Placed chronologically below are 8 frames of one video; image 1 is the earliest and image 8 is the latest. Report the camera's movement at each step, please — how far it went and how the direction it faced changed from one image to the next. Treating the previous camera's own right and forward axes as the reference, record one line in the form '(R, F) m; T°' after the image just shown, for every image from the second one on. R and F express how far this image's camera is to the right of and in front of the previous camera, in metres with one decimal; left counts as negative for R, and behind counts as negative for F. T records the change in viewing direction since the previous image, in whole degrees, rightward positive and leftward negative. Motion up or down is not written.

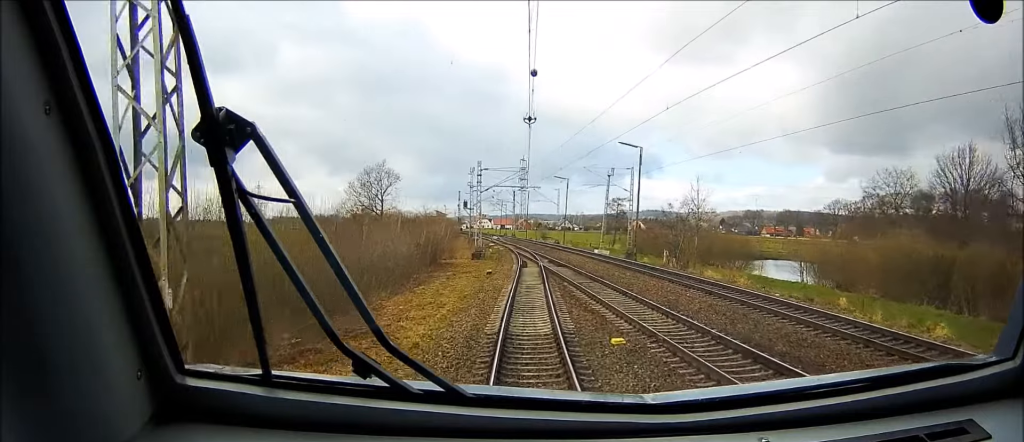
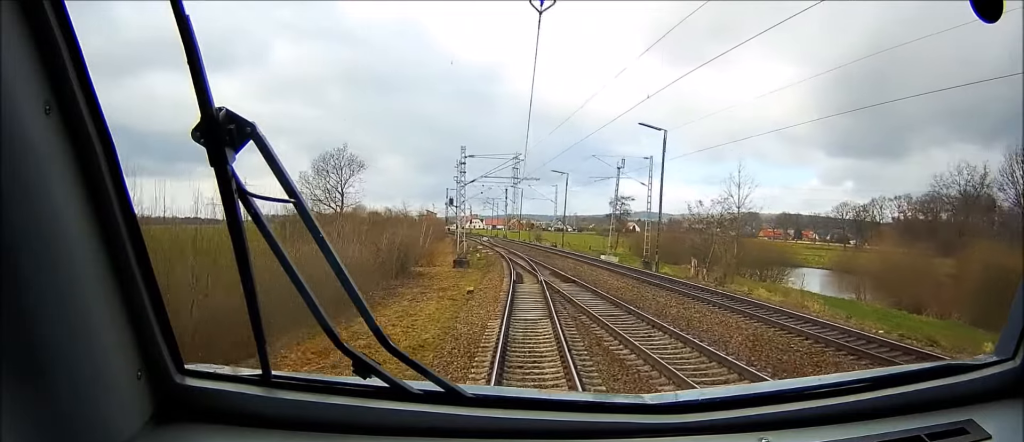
(+0.1, +12.1) m; +1°
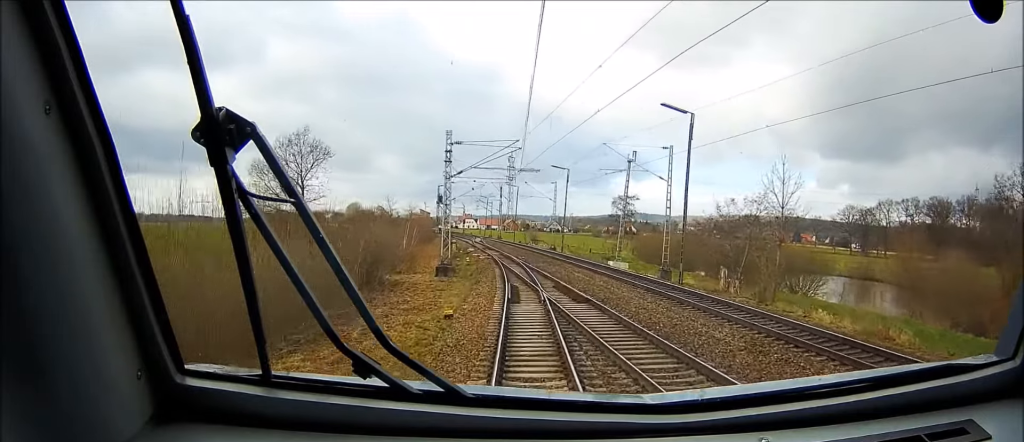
(0.0, +8.2) m; +1°
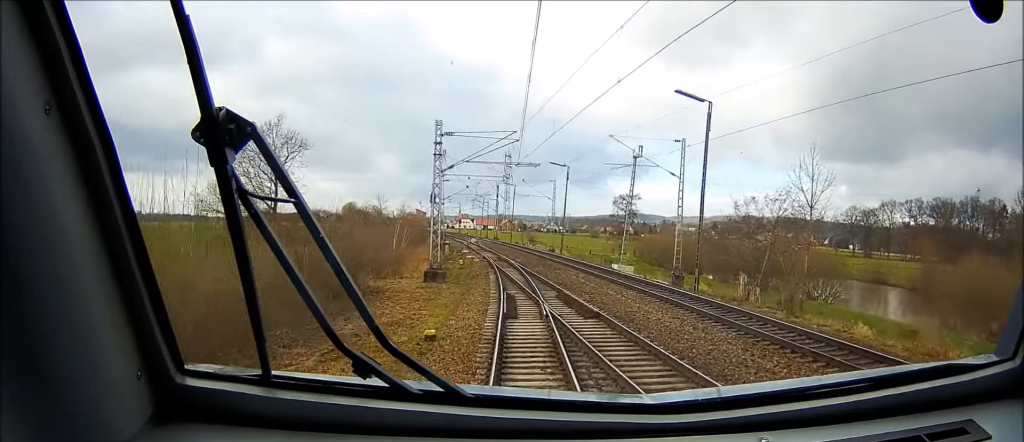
(-0.1, +4.1) m; +1°
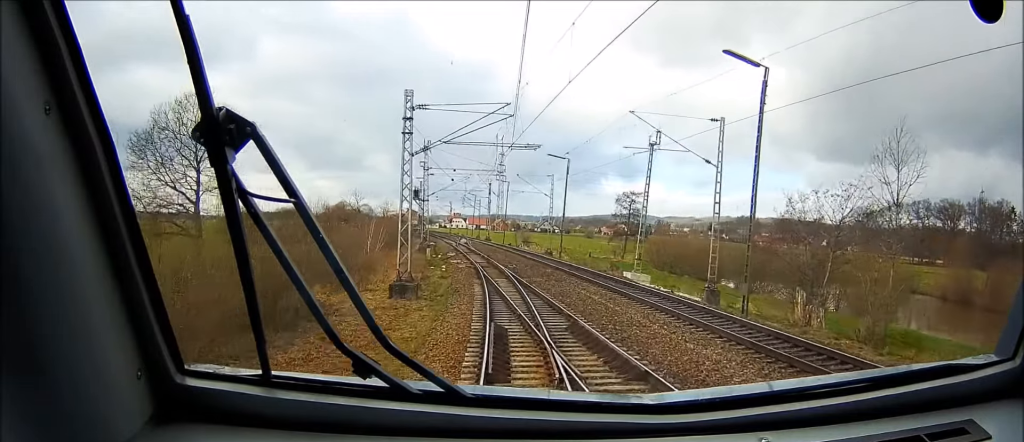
(+0.3, +8.4) m; +1°
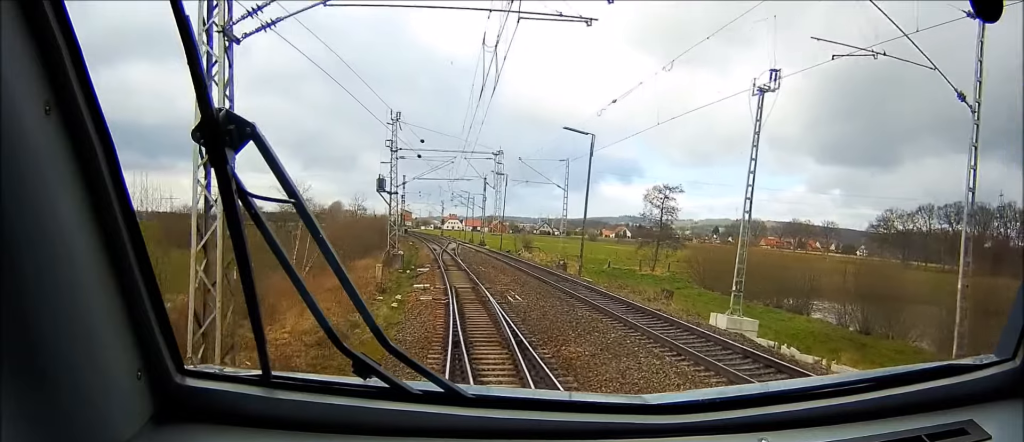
(-0.3, +19.3) m; -1°
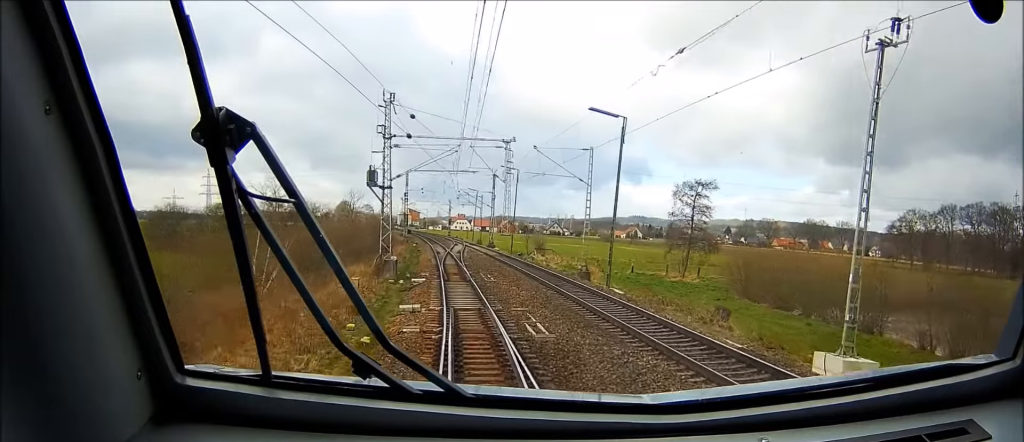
(0.0, +7.6) m; 0°
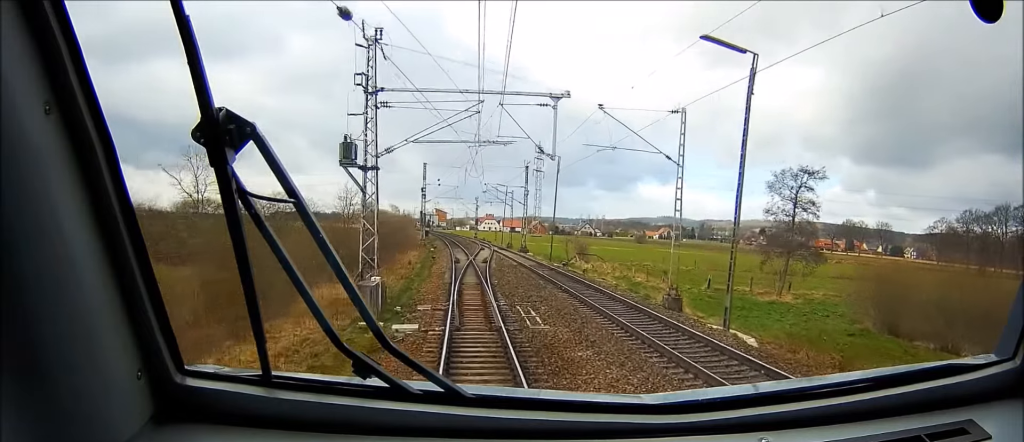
(+0.1, +16.3) m; 0°
